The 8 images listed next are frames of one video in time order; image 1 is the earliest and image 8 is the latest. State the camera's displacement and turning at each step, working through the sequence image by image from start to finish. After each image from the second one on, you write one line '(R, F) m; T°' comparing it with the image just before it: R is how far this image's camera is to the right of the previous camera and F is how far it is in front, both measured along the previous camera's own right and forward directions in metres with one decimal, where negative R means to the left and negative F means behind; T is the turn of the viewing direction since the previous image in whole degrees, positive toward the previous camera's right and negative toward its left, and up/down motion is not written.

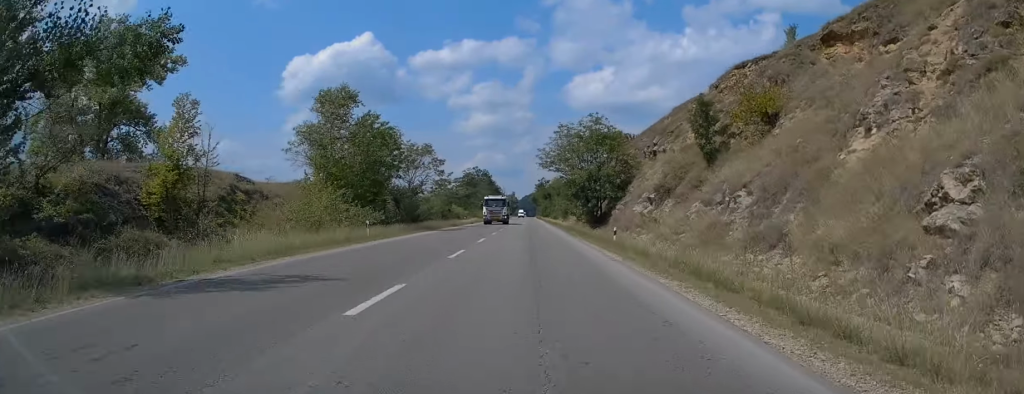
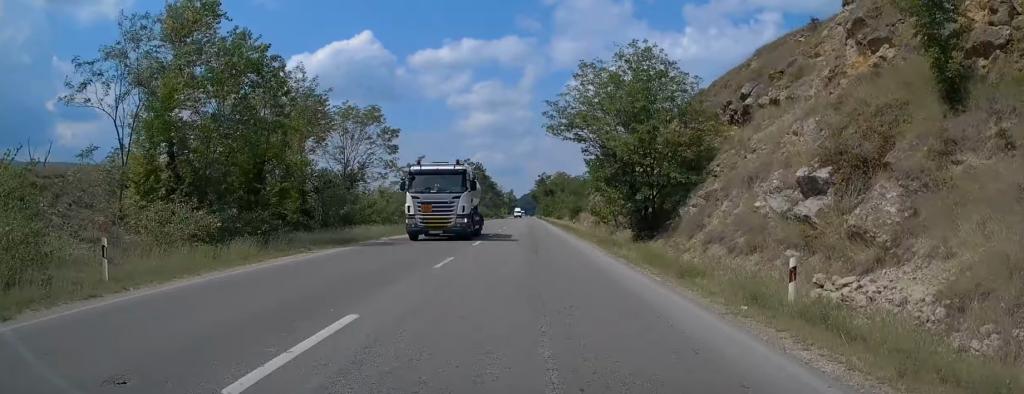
(+0.1, +20.9) m; 0°
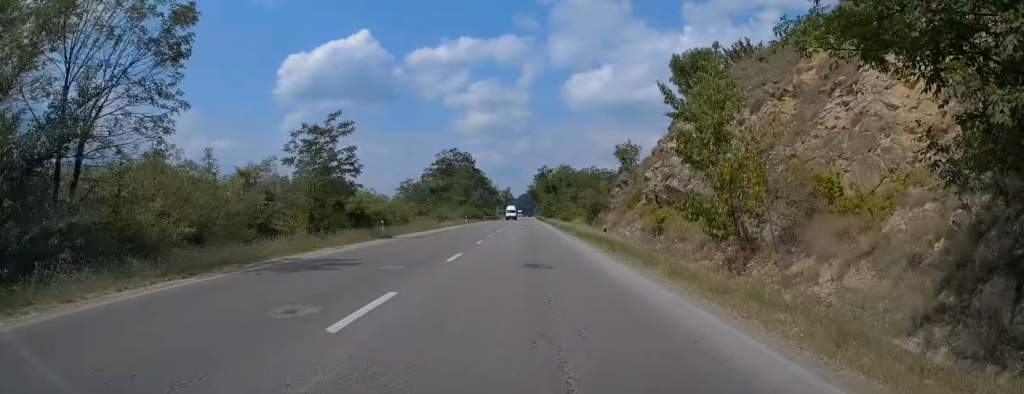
(-0.1, +24.8) m; 0°
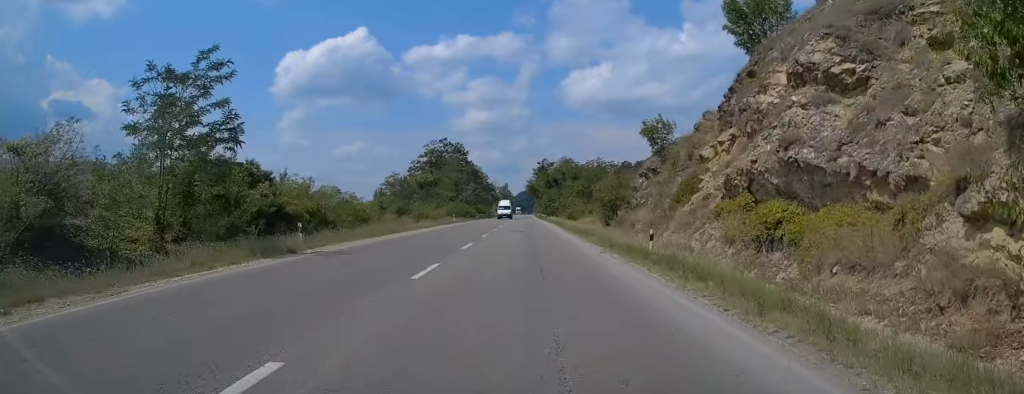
(+0.2, +13.1) m; 0°
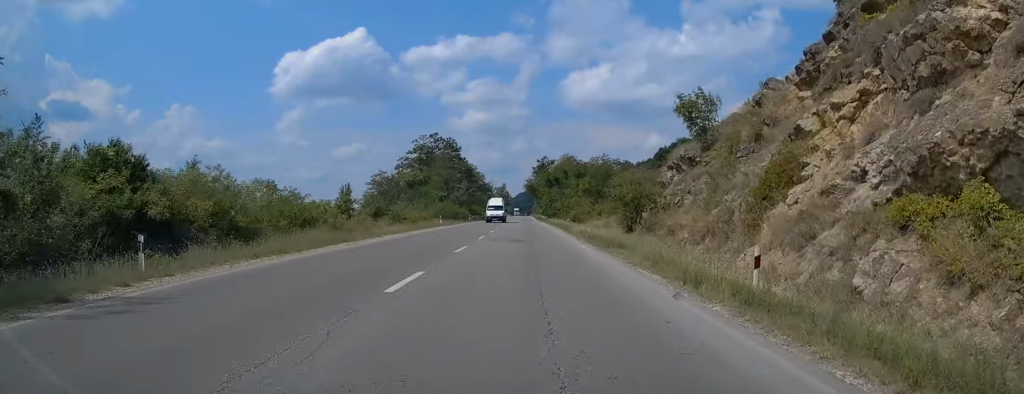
(-0.1, +10.1) m; 0°
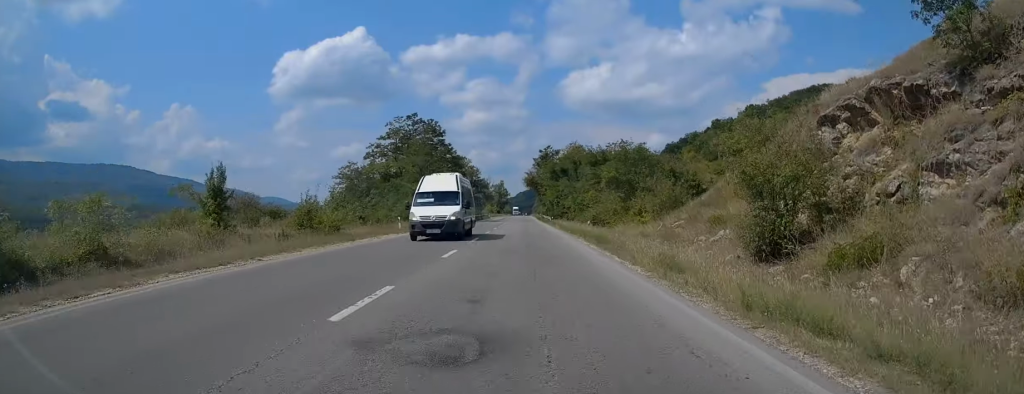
(-0.1, +20.3) m; 0°
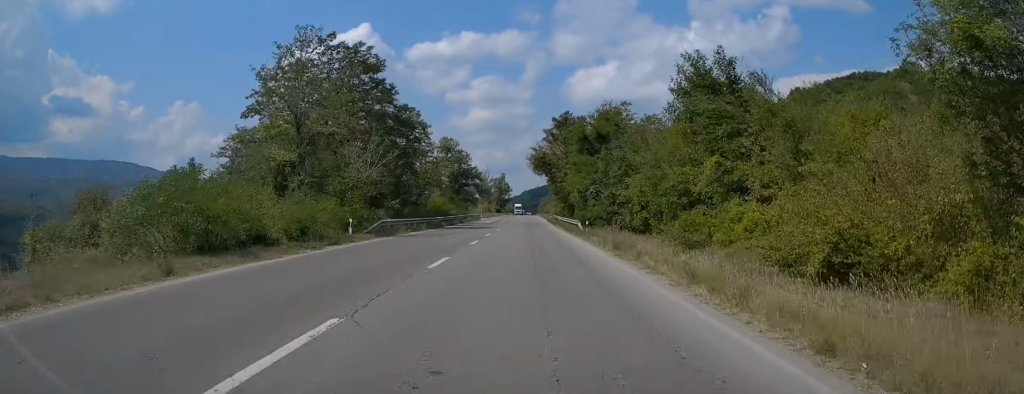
(-0.2, +38.9) m; 0°
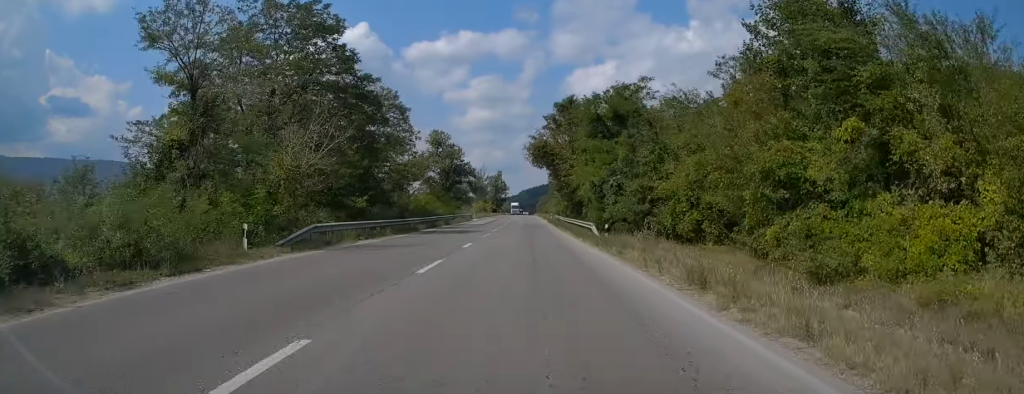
(+0.2, +10.0) m; 0°
